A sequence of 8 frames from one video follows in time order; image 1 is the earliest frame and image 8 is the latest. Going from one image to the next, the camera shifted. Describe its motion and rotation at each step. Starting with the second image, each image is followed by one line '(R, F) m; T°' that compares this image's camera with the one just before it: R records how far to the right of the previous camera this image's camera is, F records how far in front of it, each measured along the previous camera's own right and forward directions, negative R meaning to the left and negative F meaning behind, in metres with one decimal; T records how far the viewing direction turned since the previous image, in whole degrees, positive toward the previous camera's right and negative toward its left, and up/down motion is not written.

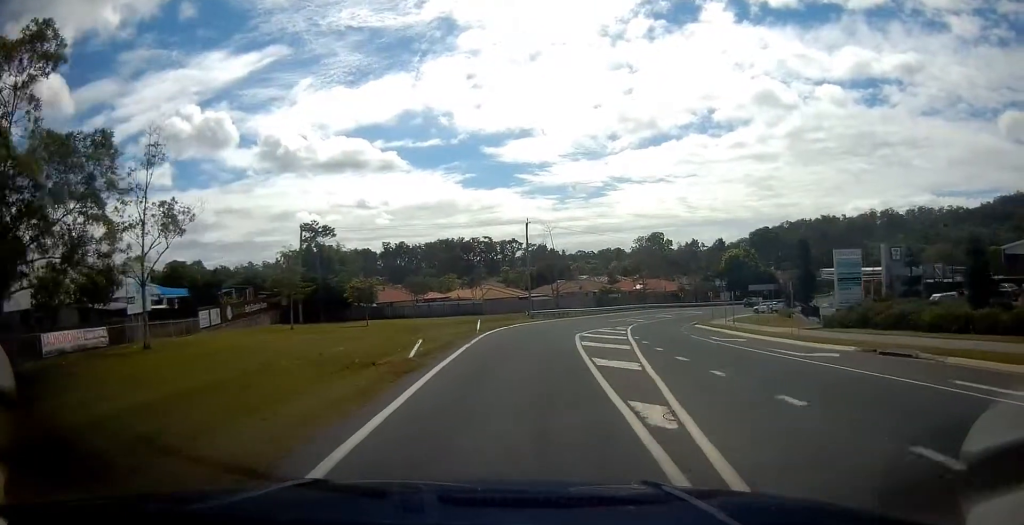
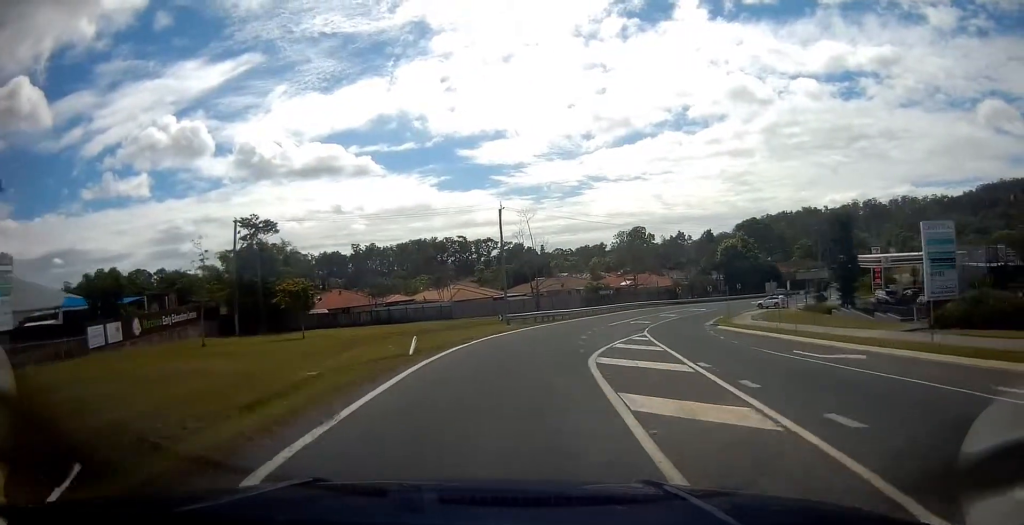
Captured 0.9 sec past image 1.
(+0.1, +13.1) m; +1°
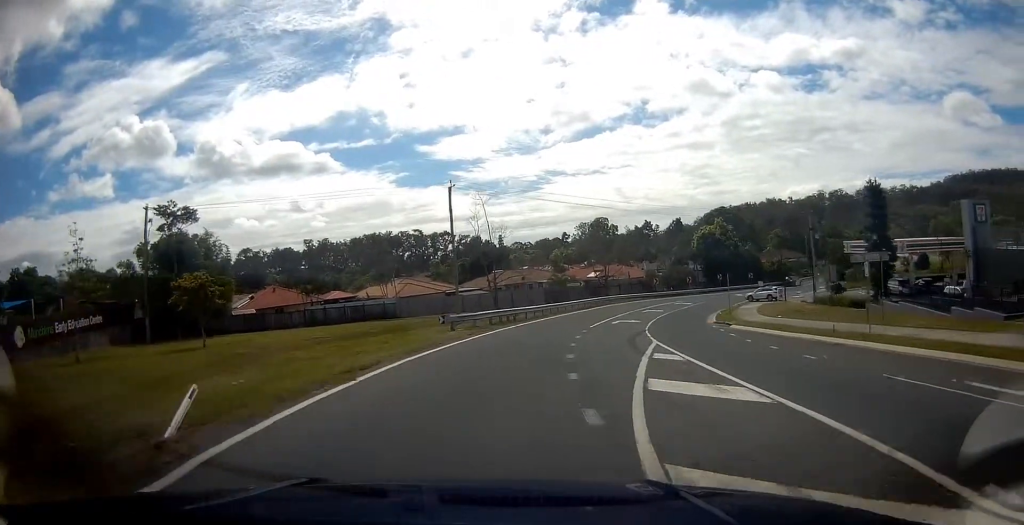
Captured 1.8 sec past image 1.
(+0.2, +11.5) m; +2°
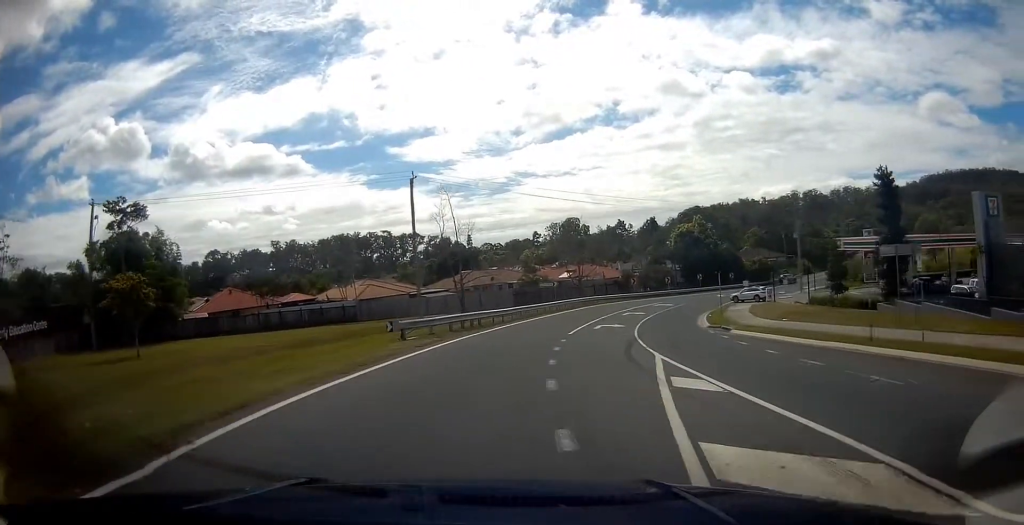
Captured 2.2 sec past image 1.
(+0.1, +4.9) m; +1°
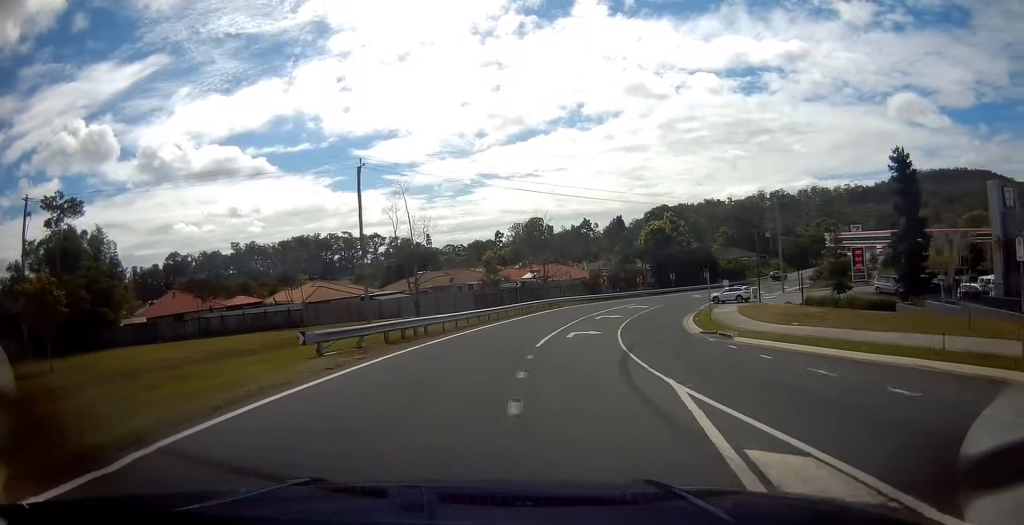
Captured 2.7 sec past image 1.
(0.0, +5.8) m; +2°
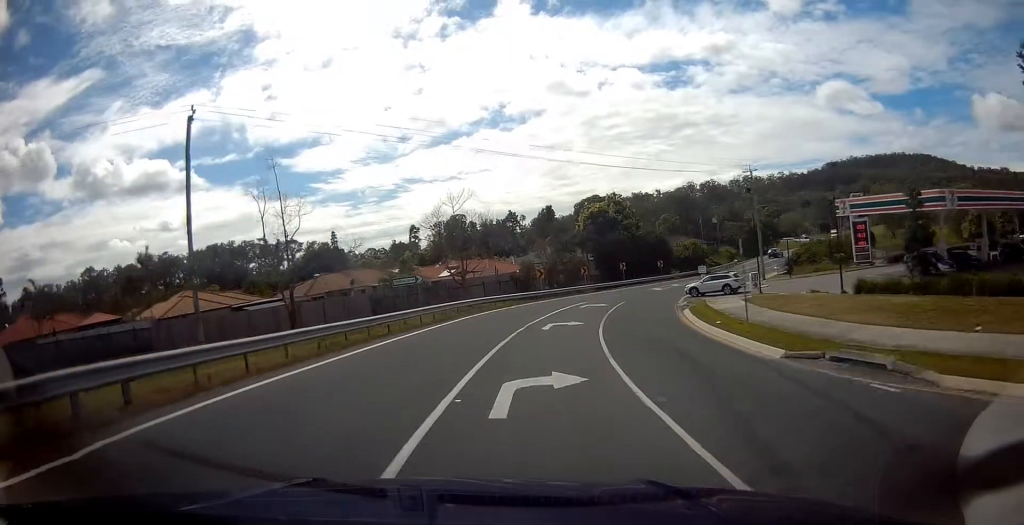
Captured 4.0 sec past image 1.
(+1.1, +15.8) m; +9°
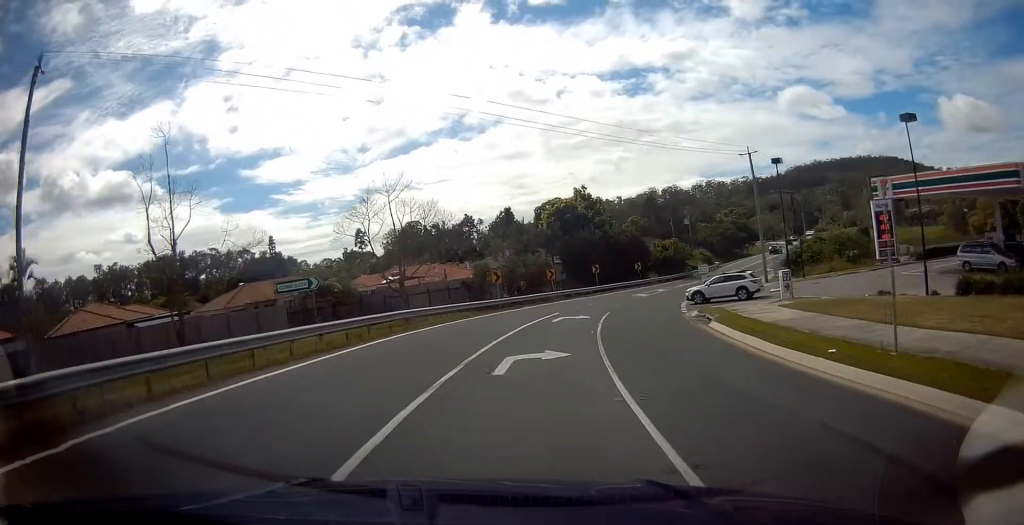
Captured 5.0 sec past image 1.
(+0.8, +10.9) m; +7°
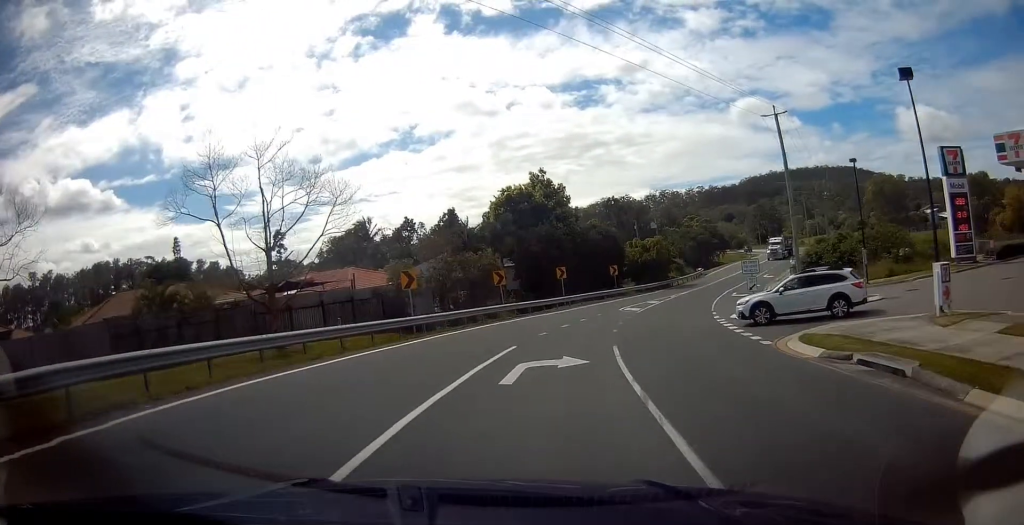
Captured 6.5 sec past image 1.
(+0.7, +16.8) m; +4°
